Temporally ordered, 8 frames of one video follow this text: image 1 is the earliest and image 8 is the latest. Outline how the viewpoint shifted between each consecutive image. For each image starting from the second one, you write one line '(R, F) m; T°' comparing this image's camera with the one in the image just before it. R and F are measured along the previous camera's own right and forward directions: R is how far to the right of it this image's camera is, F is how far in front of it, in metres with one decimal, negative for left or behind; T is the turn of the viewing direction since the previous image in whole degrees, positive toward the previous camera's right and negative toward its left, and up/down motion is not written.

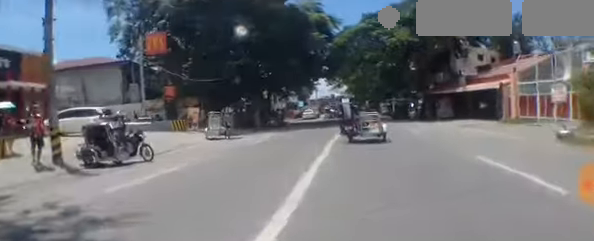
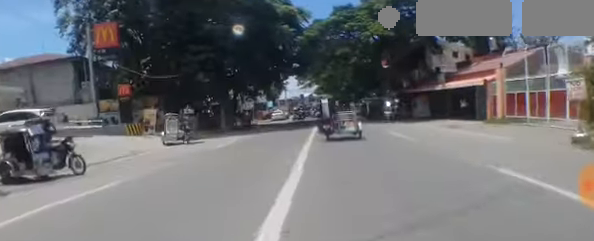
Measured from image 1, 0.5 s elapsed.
(-0.1, +2.4) m; -1°
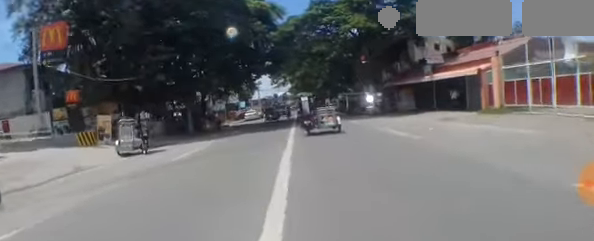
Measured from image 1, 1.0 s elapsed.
(0.0, +2.5) m; 0°
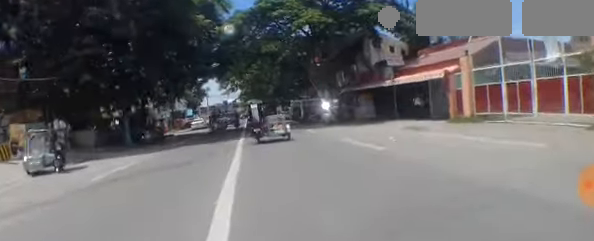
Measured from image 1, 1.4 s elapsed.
(0.0, +2.3) m; 0°
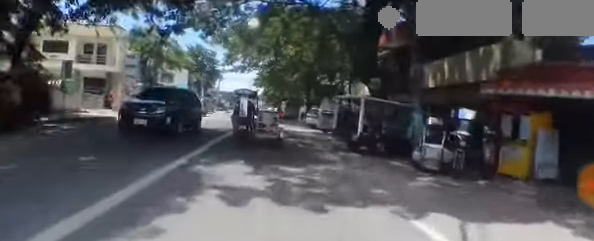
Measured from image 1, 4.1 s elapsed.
(-0.4, +14.3) m; -5°
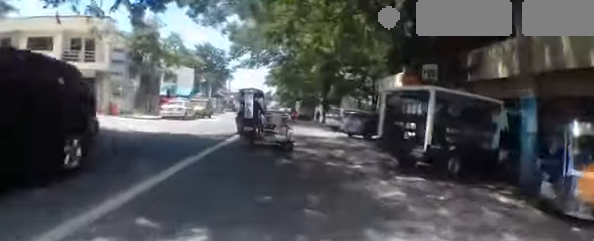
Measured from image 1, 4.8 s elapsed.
(0.0, +3.2) m; 0°
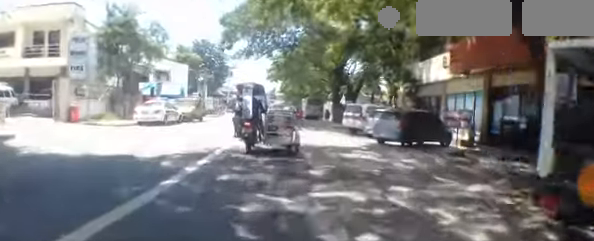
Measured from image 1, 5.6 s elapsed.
(+0.1, +3.5) m; +2°
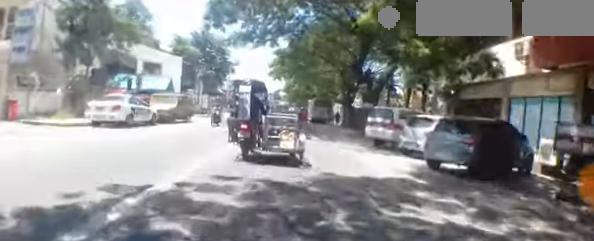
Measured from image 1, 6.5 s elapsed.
(0.0, +3.0) m; +1°
